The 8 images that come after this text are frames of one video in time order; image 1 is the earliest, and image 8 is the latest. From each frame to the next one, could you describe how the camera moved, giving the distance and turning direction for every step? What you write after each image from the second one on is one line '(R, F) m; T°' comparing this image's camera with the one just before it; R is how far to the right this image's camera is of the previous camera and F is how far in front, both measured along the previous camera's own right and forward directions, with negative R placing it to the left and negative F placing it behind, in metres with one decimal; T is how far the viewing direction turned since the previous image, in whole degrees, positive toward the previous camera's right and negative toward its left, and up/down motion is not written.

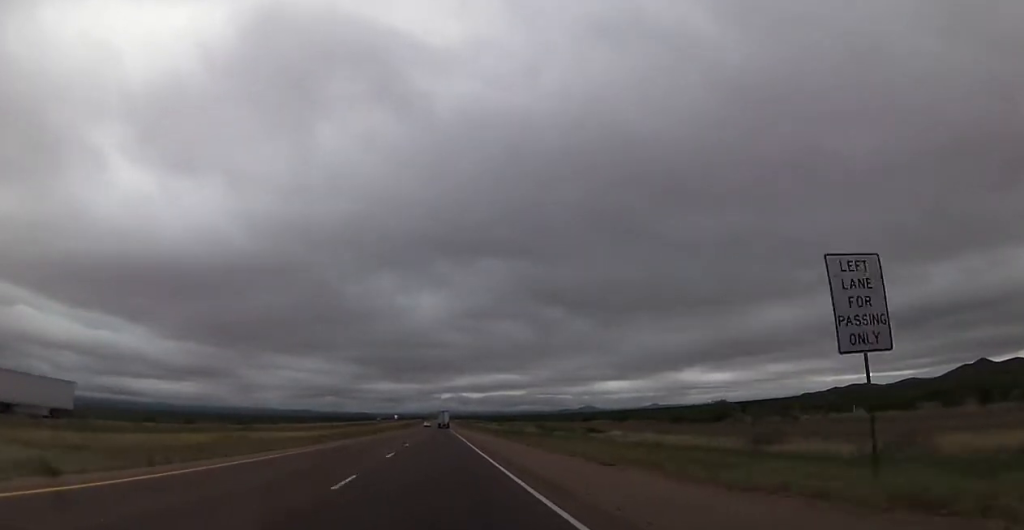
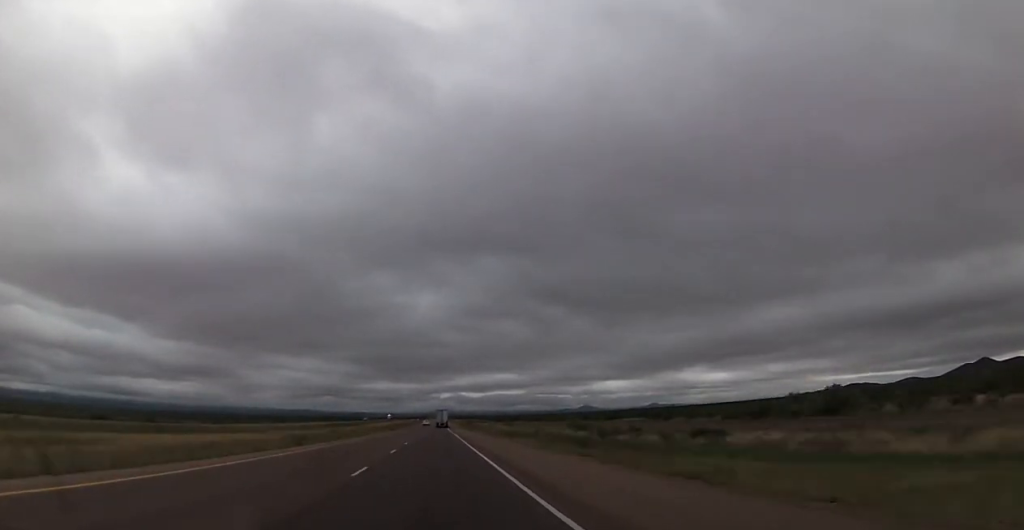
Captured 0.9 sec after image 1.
(0.0, +33.0) m; 0°
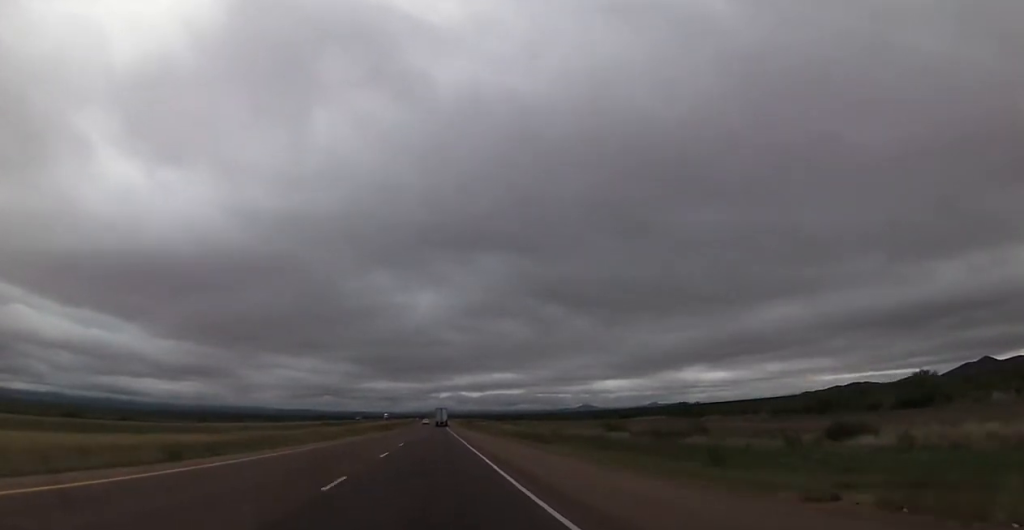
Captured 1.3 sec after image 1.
(0.0, +15.9) m; 0°
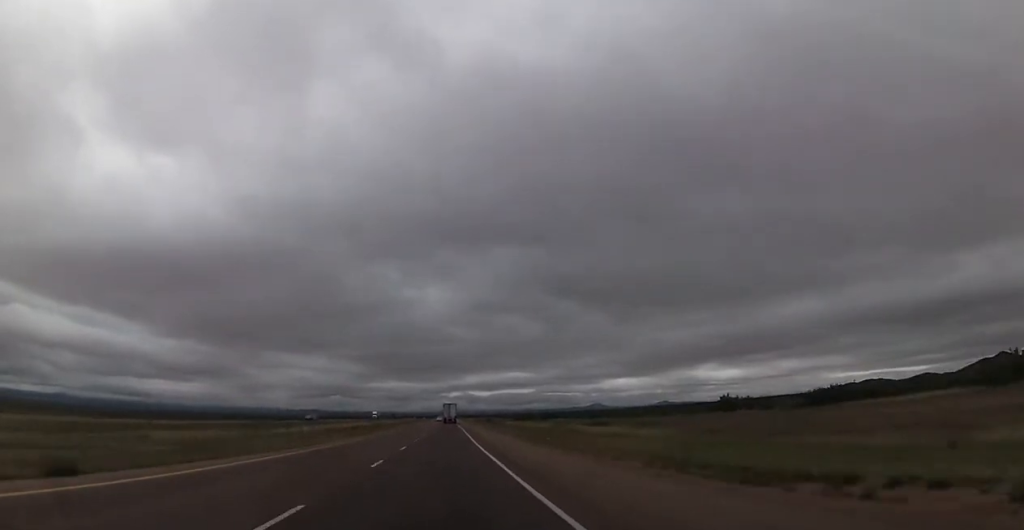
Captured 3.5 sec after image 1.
(-0.2, +78.3) m; -1°
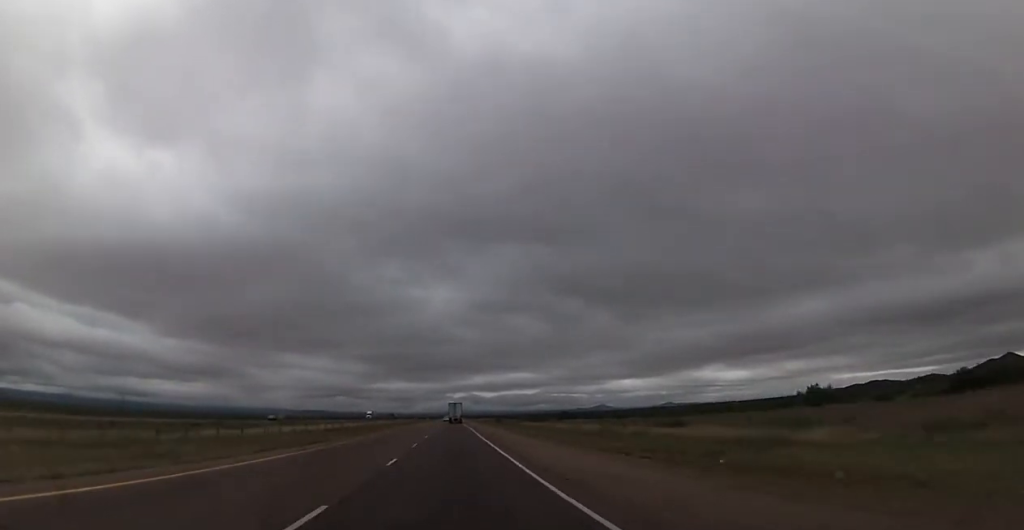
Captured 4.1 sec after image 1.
(-0.4, +24.4) m; 0°
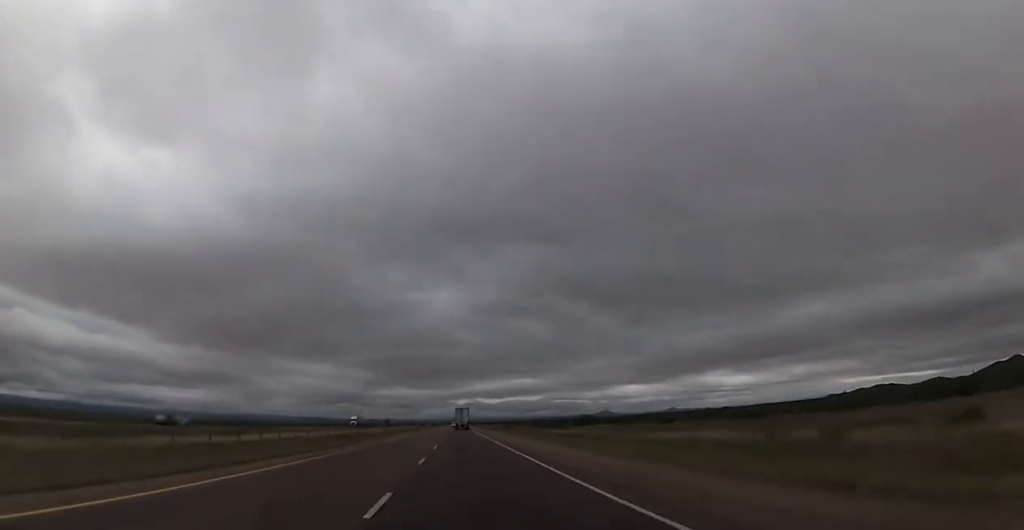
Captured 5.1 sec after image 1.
(+0.5, +34.3) m; 0°
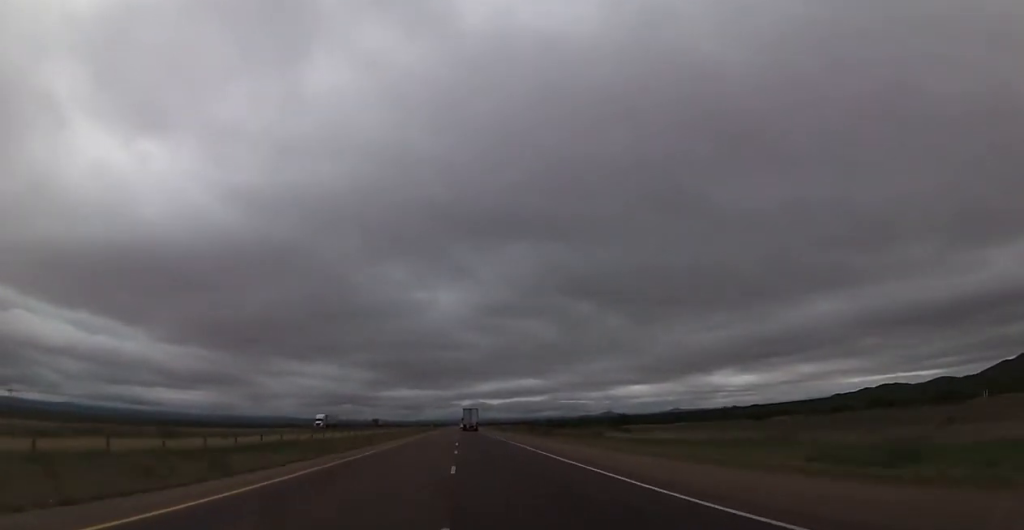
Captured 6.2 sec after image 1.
(-0.5, +40.4) m; -1°
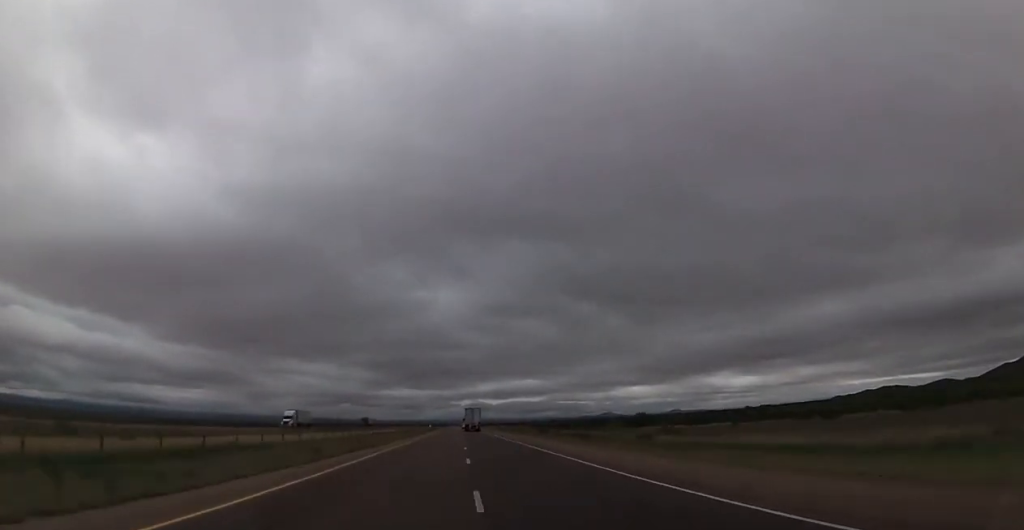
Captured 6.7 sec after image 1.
(0.0, +19.5) m; 0°
